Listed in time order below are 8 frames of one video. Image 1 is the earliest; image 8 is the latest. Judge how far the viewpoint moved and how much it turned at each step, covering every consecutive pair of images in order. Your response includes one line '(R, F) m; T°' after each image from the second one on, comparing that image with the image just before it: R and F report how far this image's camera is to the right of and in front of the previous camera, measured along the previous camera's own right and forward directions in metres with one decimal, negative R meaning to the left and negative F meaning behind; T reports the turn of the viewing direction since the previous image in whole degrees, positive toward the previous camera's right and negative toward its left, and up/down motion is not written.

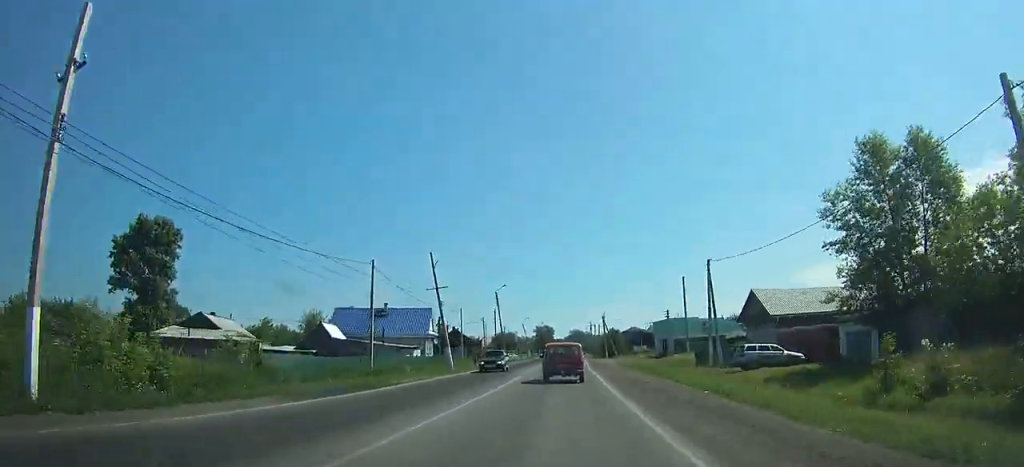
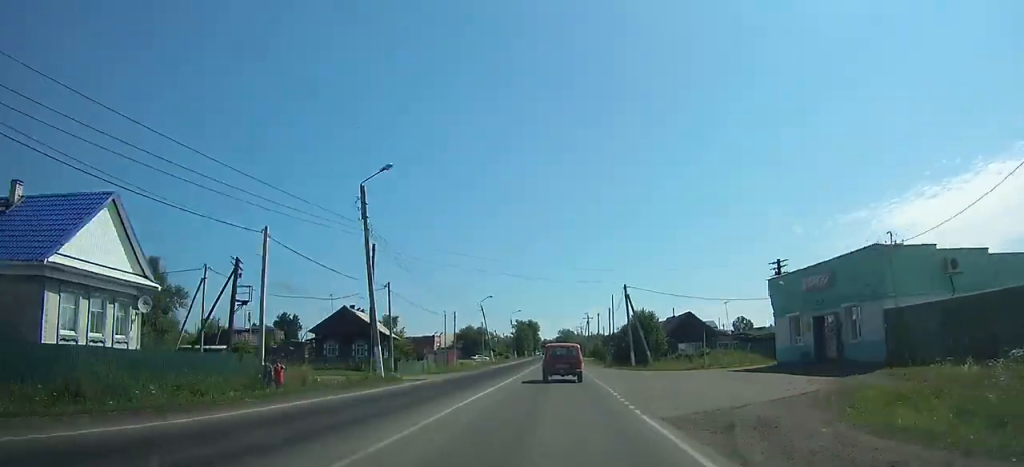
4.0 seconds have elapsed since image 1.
(+1.6, +54.3) m; +2°
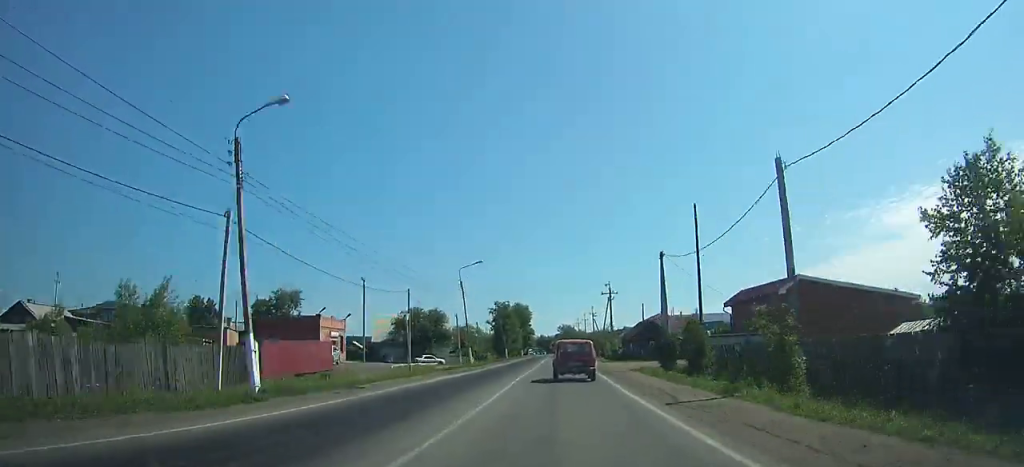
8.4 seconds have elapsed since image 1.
(-0.2, +56.0) m; 0°
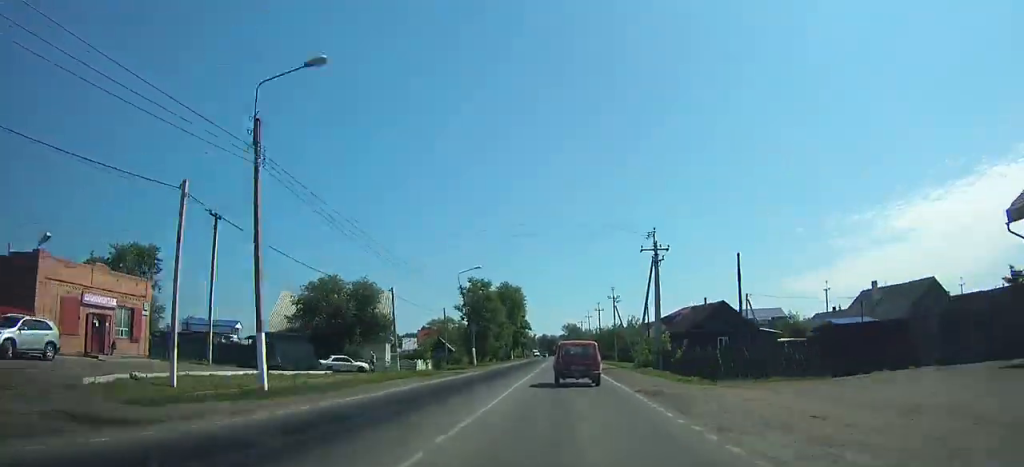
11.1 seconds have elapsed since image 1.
(+0.1, +34.2) m; 0°
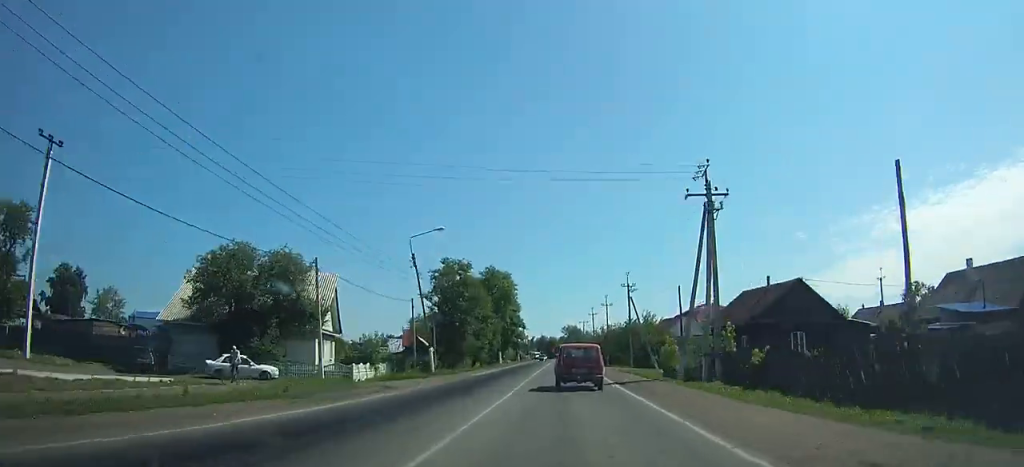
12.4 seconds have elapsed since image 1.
(0.0, +16.4) m; 0°
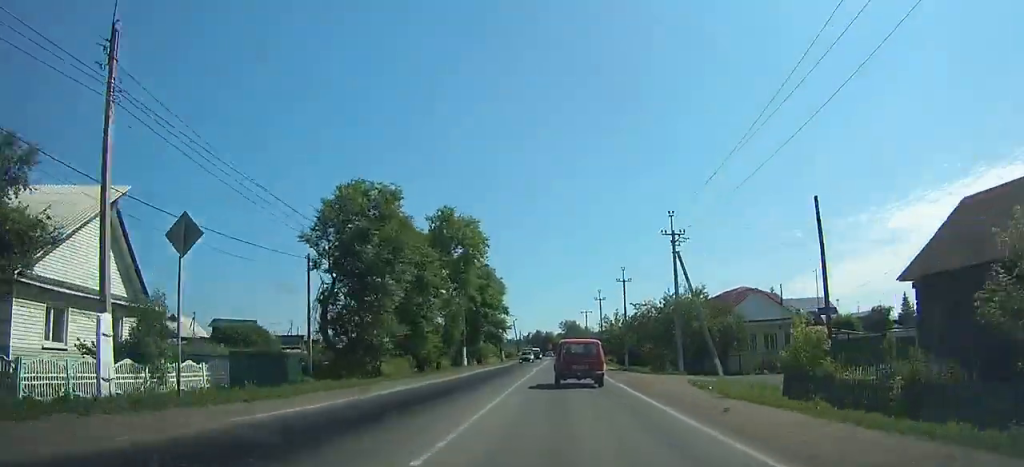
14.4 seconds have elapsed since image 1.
(0.0, +24.9) m; 0°
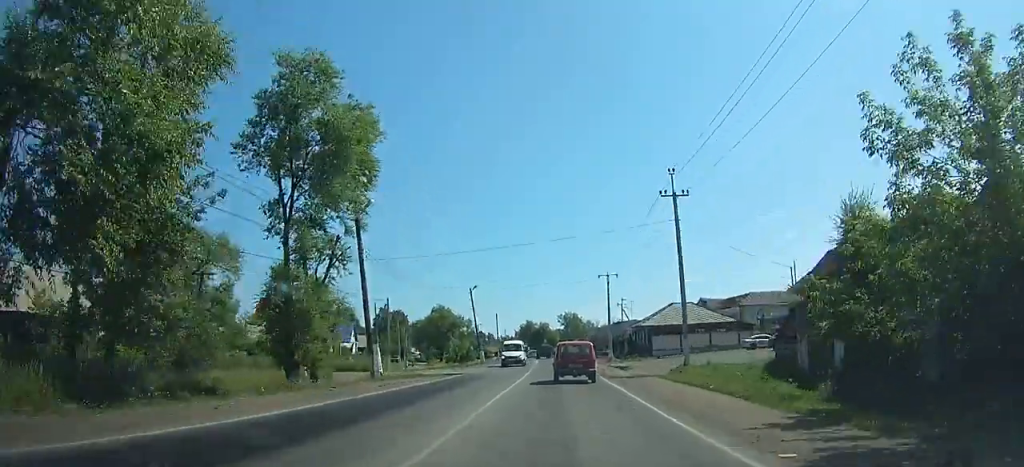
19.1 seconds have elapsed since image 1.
(-0.3, +57.0) m; 0°
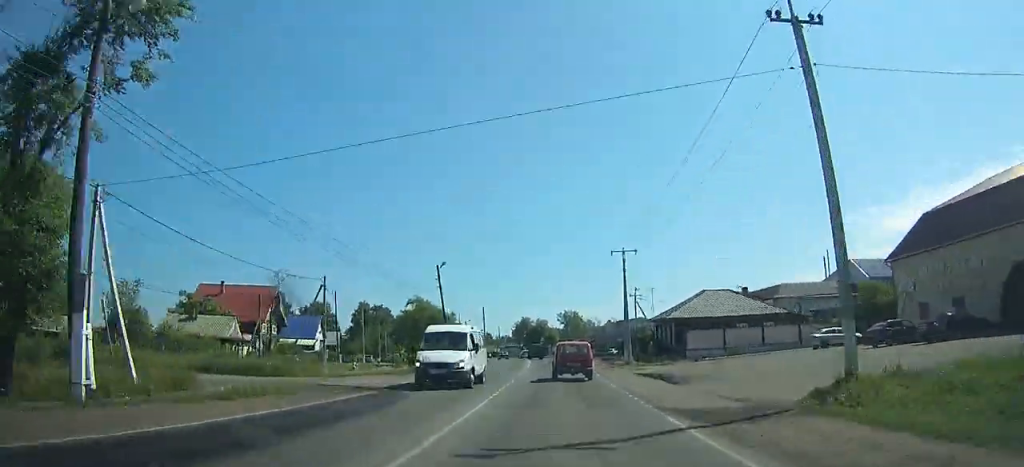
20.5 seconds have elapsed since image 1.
(0.0, +15.9) m; 0°
